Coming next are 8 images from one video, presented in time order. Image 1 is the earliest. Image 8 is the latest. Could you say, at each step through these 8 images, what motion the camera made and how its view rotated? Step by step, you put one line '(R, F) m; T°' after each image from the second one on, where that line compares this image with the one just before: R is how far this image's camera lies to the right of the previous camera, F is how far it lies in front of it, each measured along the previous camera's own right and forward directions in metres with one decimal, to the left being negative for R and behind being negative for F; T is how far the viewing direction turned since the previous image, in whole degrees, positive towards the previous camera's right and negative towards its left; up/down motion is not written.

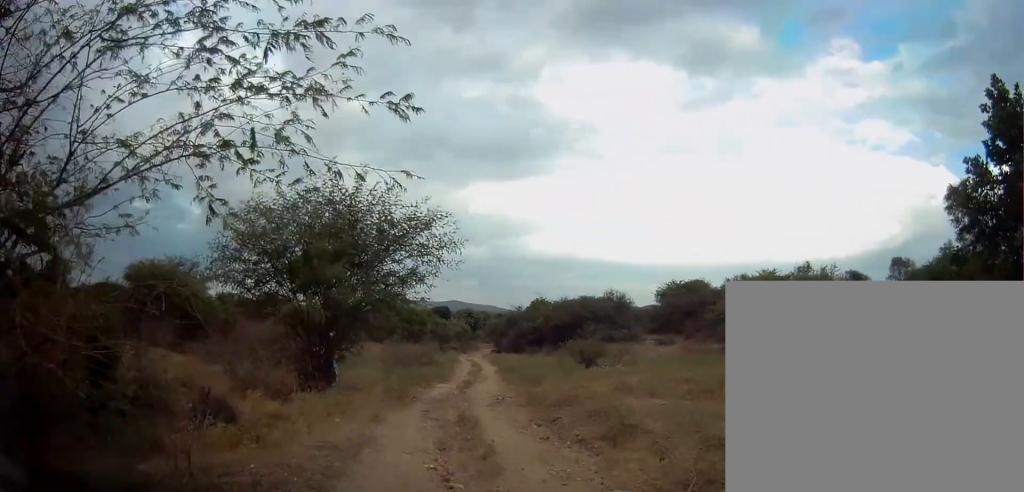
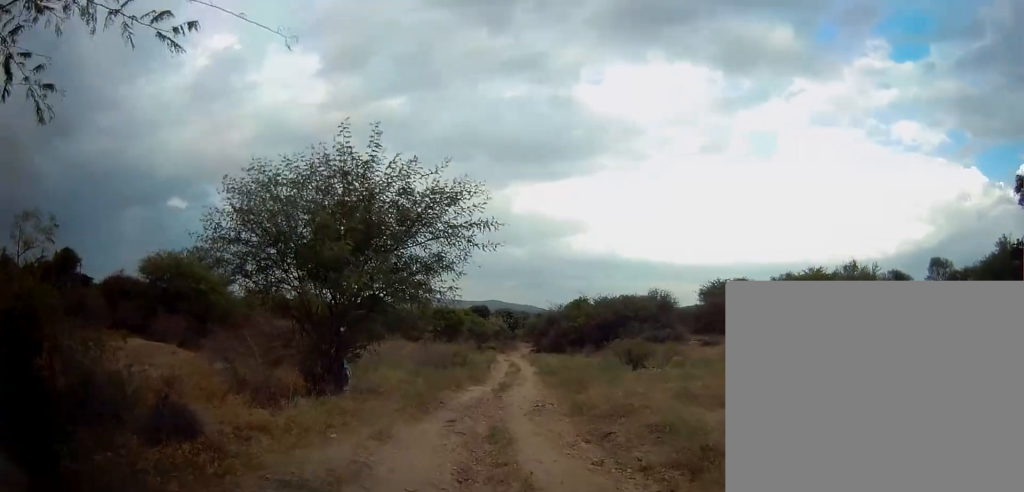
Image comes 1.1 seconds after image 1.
(-0.1, +1.9) m; -3°
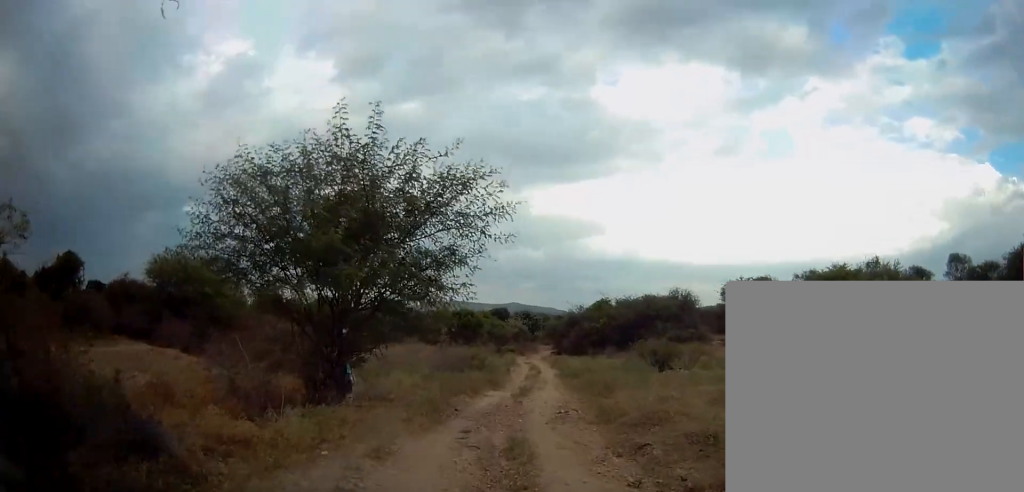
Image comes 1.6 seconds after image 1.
(0.0, +1.0) m; -2°
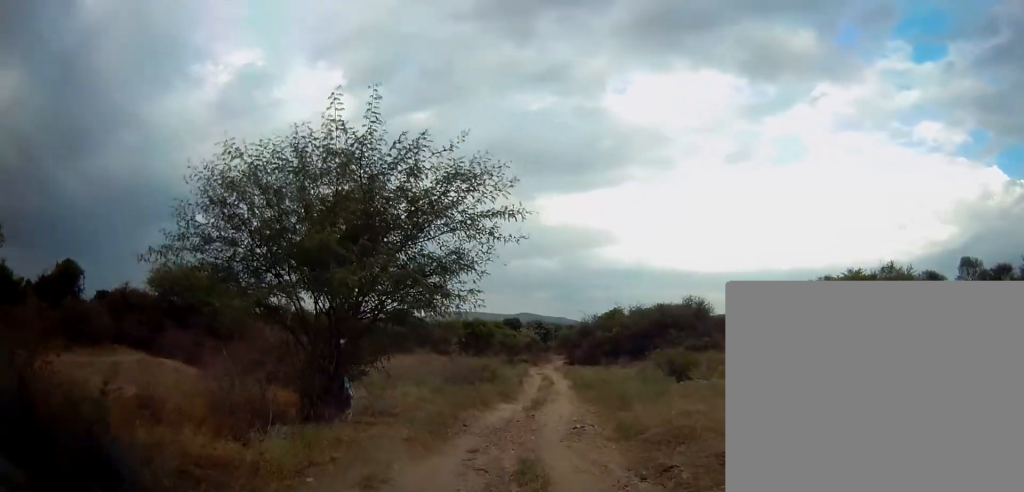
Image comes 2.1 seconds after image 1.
(+0.1, +0.8) m; -1°
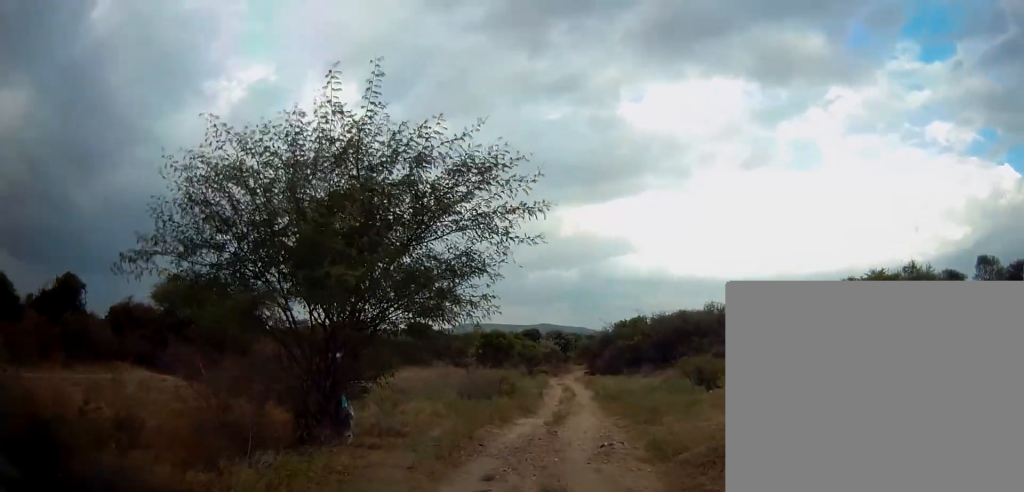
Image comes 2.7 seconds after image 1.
(0.0, +1.2) m; -2°
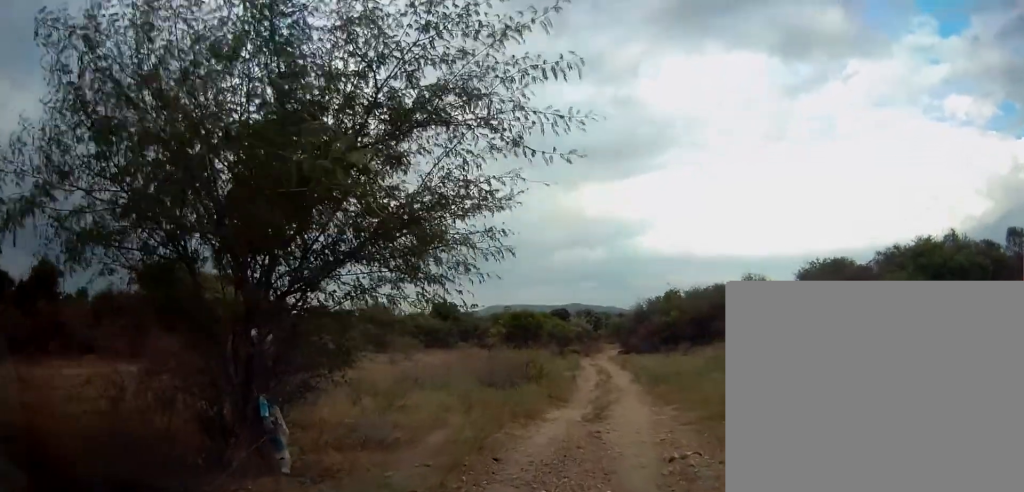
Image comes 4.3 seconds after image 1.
(-0.1, +3.4) m; -2°
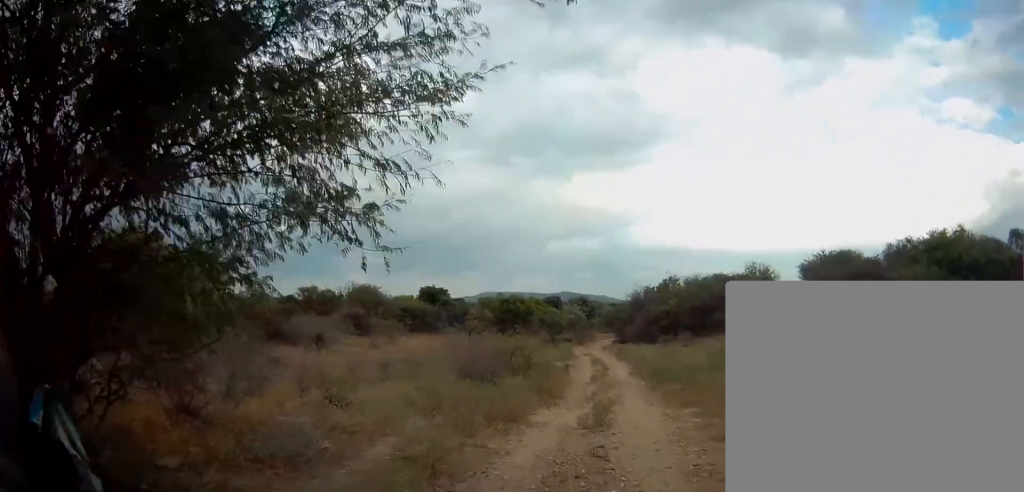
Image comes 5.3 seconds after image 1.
(-0.1, +2.4) m; -2°
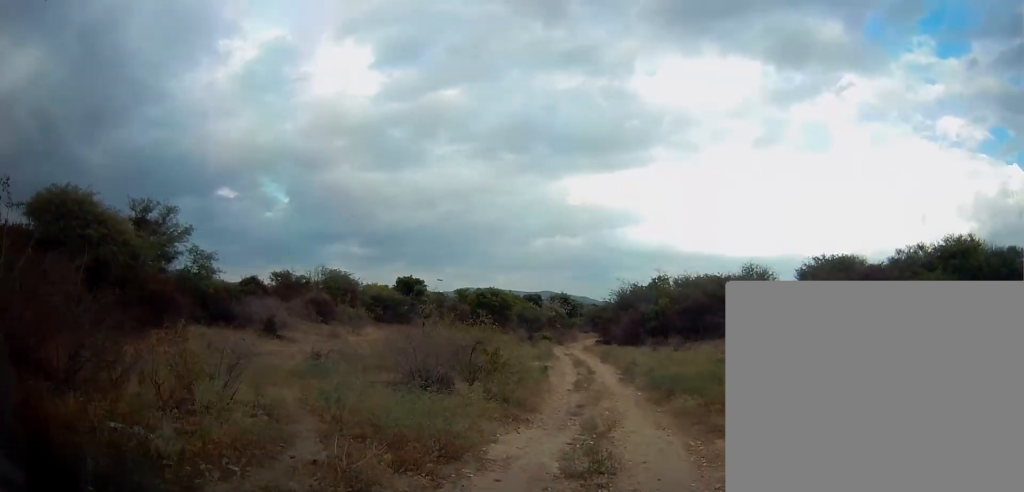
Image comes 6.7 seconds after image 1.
(0.0, +3.6) m; +1°
